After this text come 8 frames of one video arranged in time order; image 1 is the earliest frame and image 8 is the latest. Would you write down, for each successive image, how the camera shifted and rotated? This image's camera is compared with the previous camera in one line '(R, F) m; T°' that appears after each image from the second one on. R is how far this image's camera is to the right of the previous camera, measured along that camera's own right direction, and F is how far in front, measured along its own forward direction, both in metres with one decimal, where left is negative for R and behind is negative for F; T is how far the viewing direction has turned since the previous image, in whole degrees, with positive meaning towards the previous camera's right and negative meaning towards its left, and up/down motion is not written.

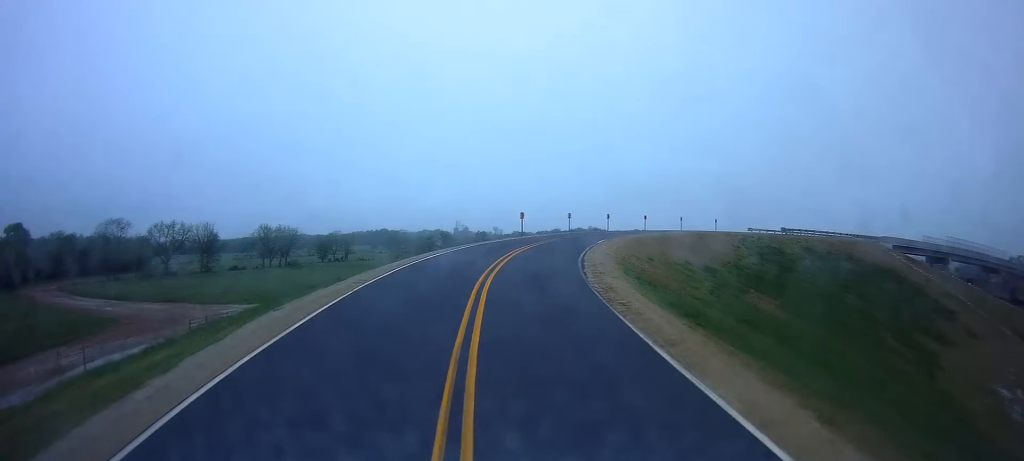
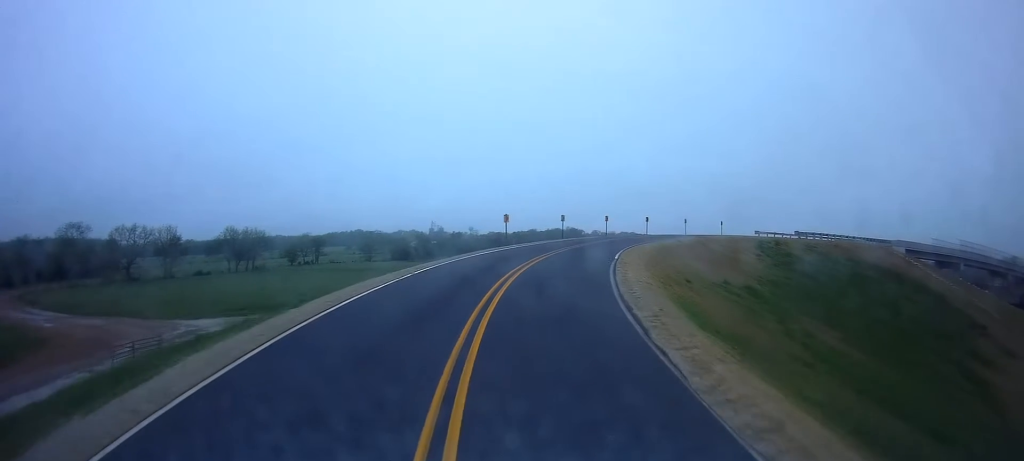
(0.0, +11.1) m; +2°
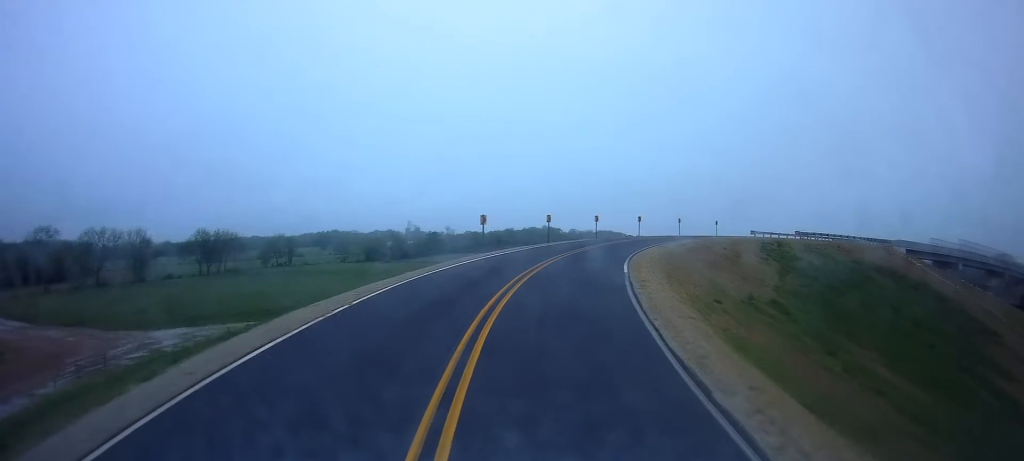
(+0.2, +6.5) m; +1°
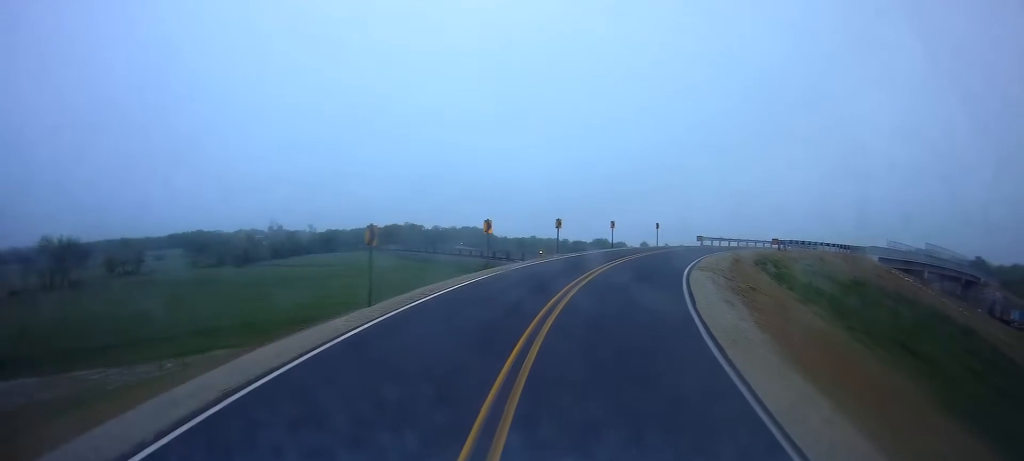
(+2.8, +24.6) m; +14°
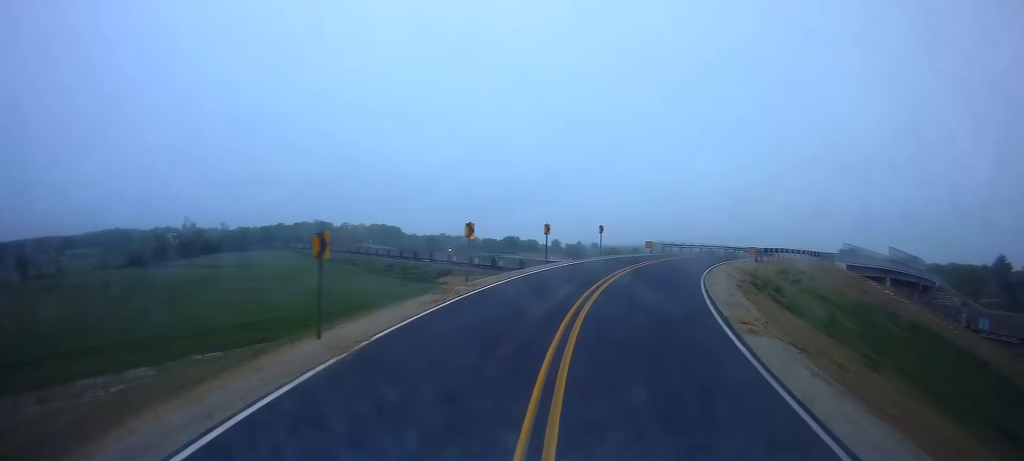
(+0.1, +9.2) m; +6°
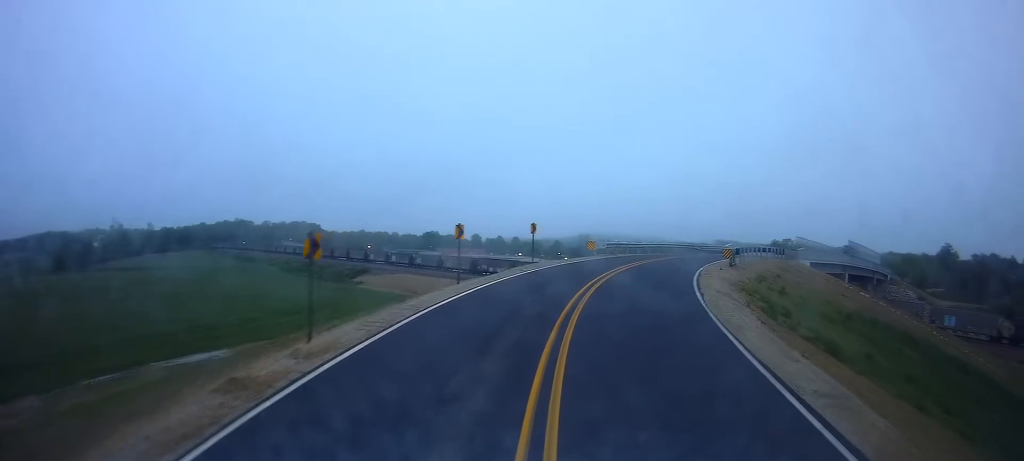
(+0.7, +7.5) m; +10°
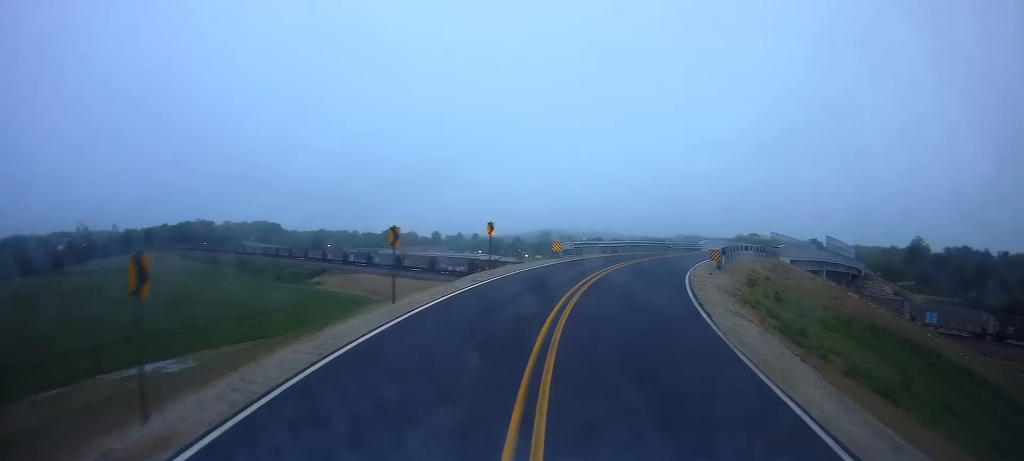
(+0.3, +4.0) m; +5°
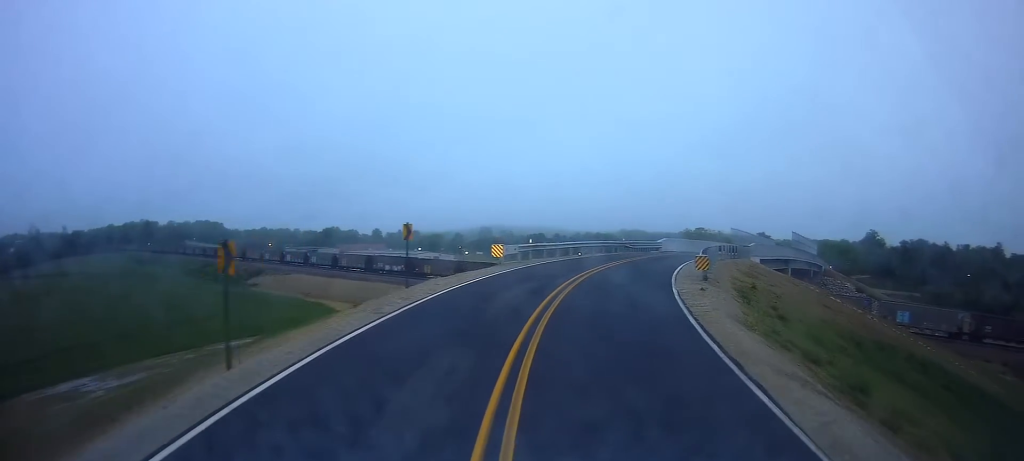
(+0.1, +6.0) m; +2°
